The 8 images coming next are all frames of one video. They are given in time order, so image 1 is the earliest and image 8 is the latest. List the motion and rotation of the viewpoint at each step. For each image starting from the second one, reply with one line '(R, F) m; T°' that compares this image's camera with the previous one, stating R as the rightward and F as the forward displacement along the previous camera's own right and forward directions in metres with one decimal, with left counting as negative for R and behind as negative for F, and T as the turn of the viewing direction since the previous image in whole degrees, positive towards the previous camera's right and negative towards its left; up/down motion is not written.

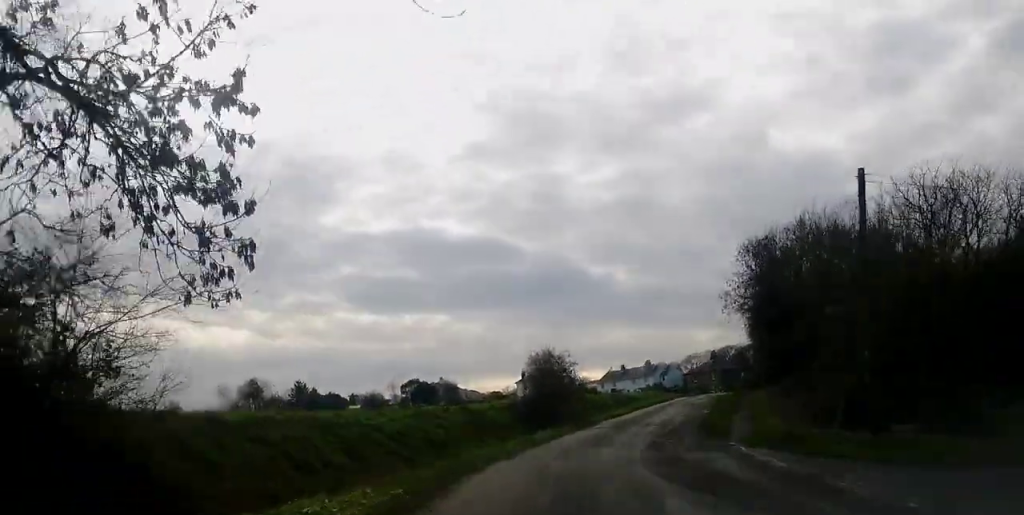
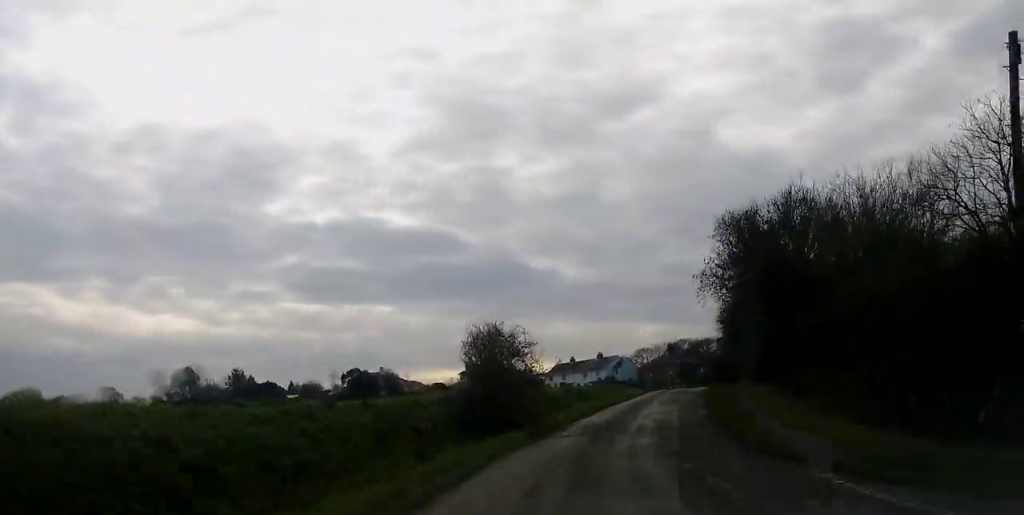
(0.0, +9.4) m; +4°
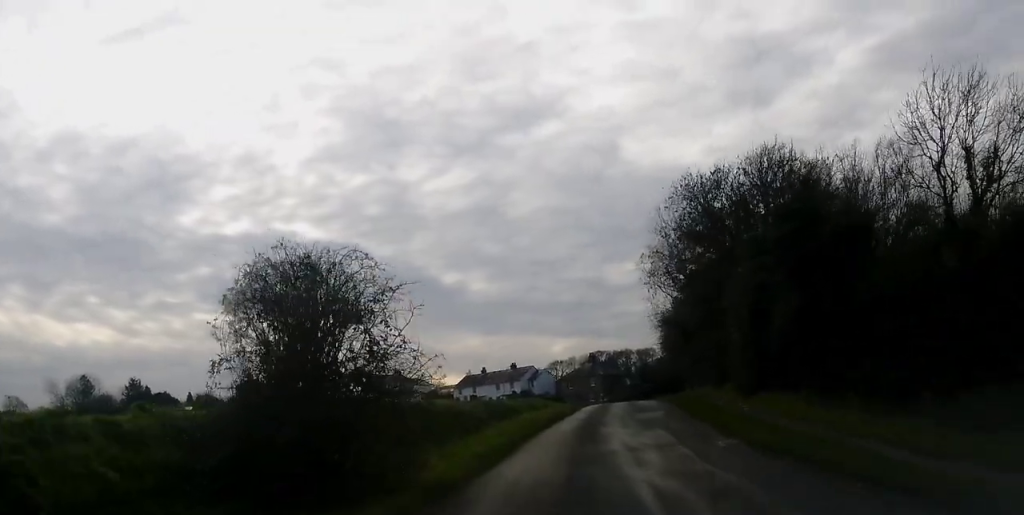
(+1.1, +13.6) m; +7°
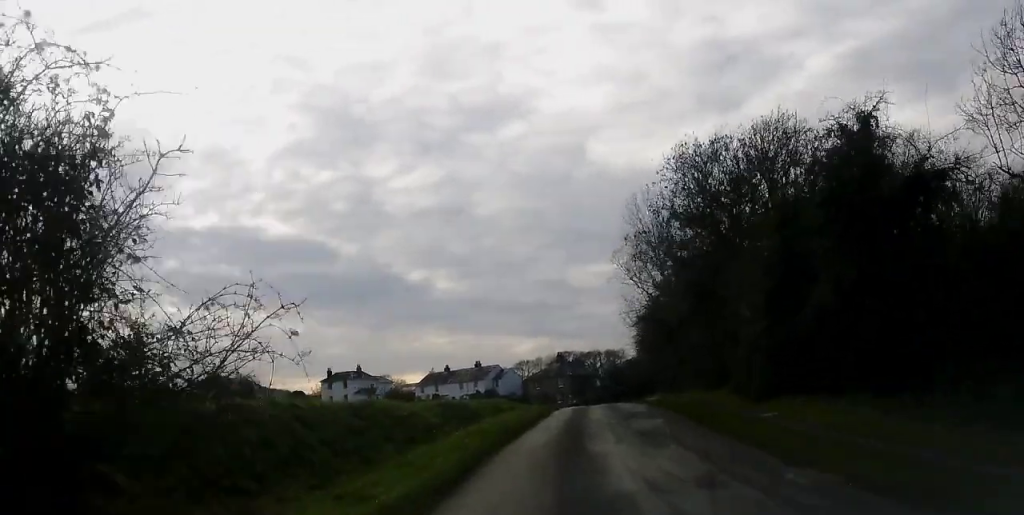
(+0.3, +6.1) m; +1°
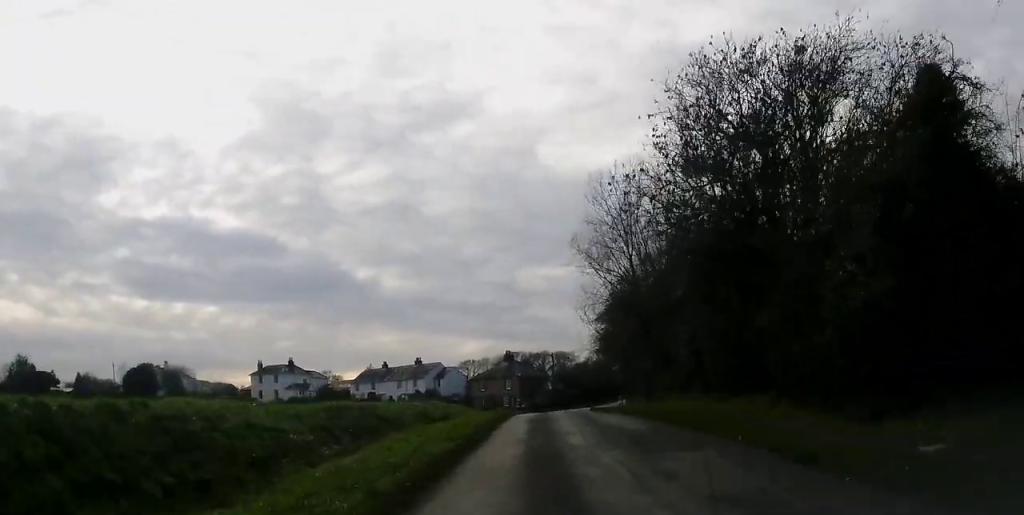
(+0.2, +11.6) m; +2°
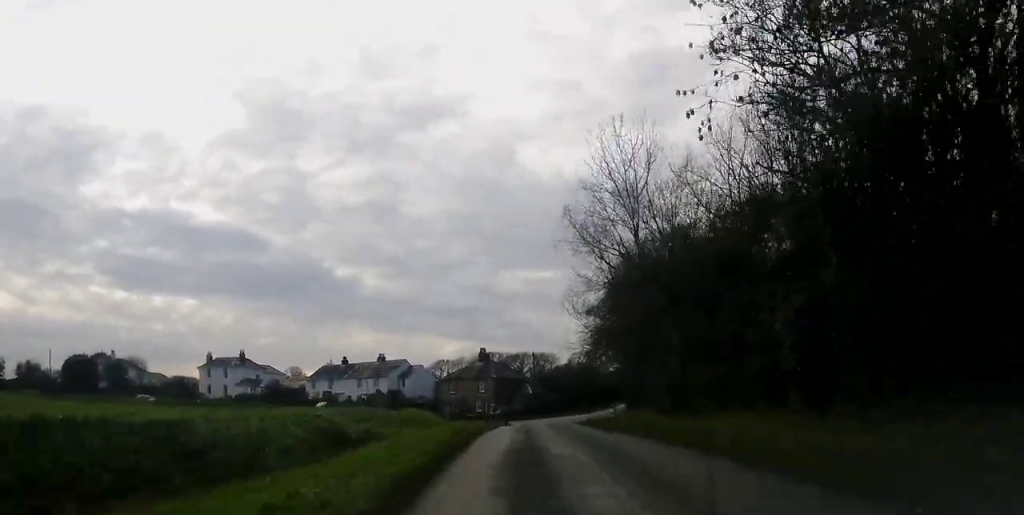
(+0.4, +14.4) m; +2°
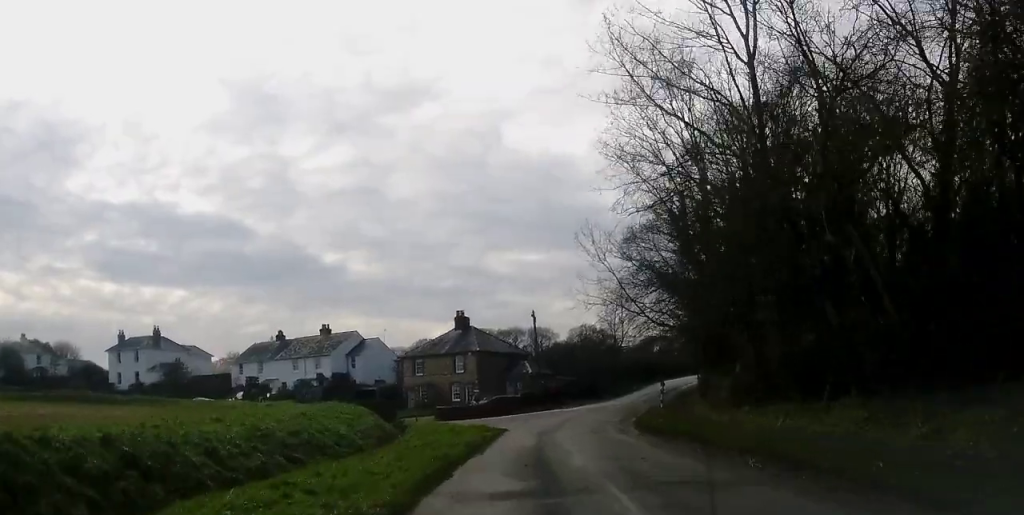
(+0.4, +29.6) m; +1°
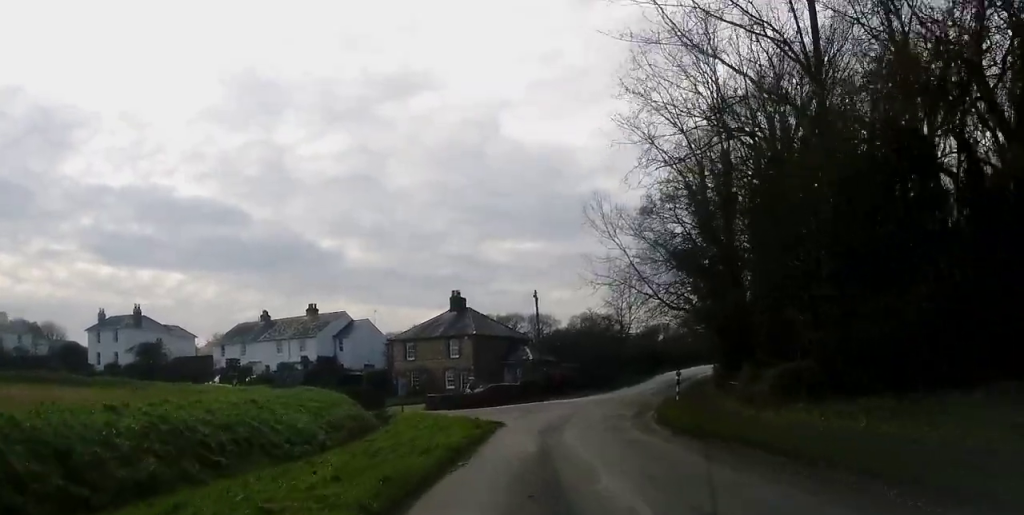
(-0.1, +5.2) m; 0°
